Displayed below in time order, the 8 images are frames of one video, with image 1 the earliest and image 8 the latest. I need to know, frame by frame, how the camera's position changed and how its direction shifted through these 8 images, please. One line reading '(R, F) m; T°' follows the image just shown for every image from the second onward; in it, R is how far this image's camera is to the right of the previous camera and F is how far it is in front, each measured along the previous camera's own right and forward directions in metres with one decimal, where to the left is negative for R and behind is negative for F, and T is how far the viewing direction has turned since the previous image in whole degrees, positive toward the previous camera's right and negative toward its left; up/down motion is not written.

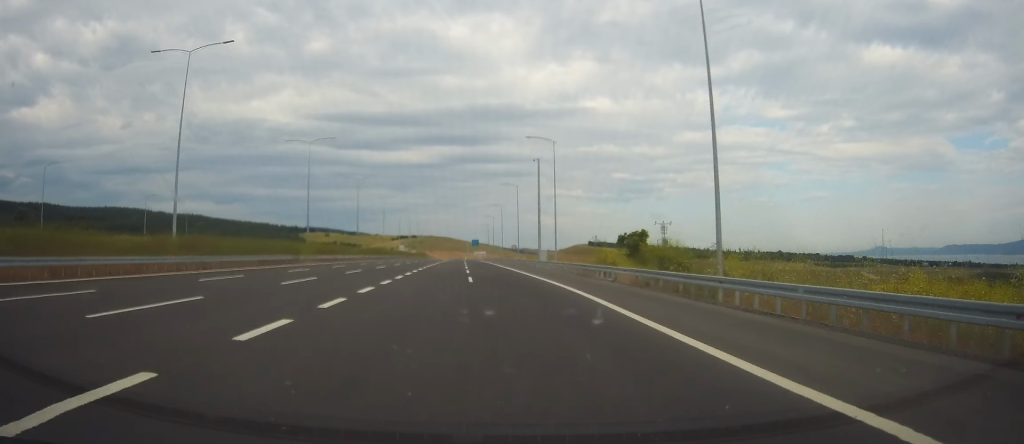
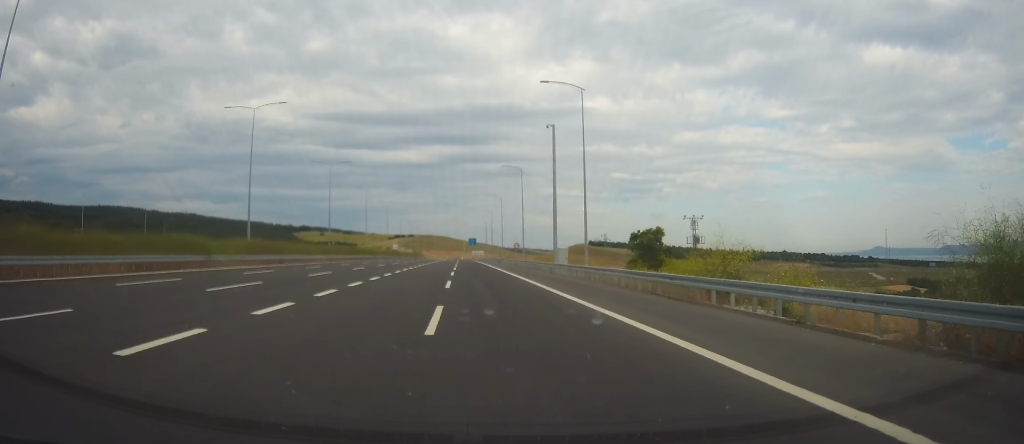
(-0.2, +21.3) m; 0°
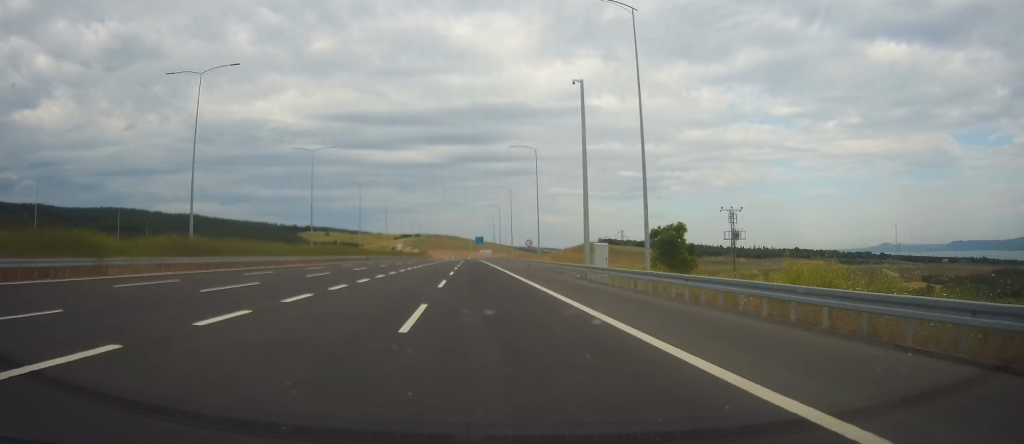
(0.0, +15.7) m; +1°
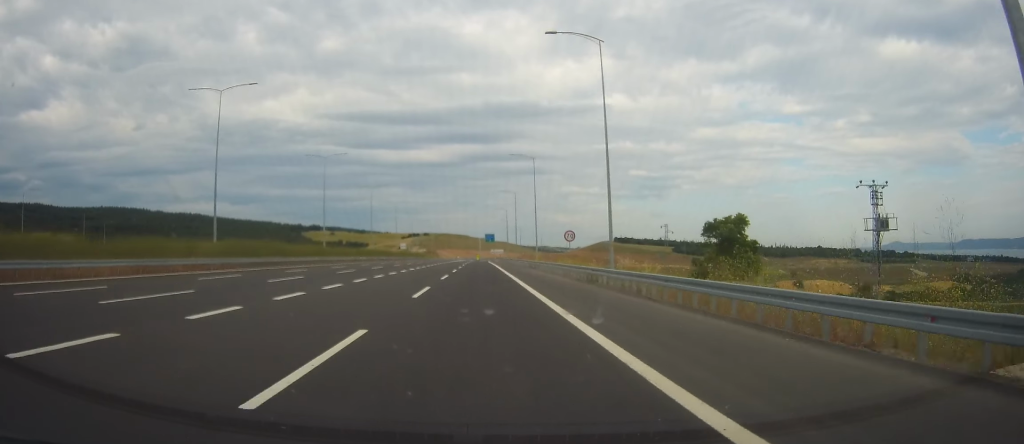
(-0.6, +37.6) m; -2°
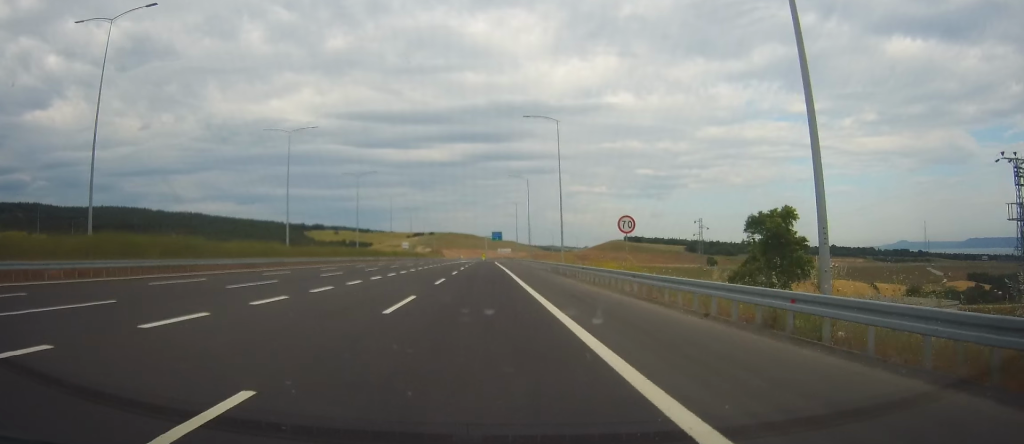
(+0.1, +20.9) m; 0°
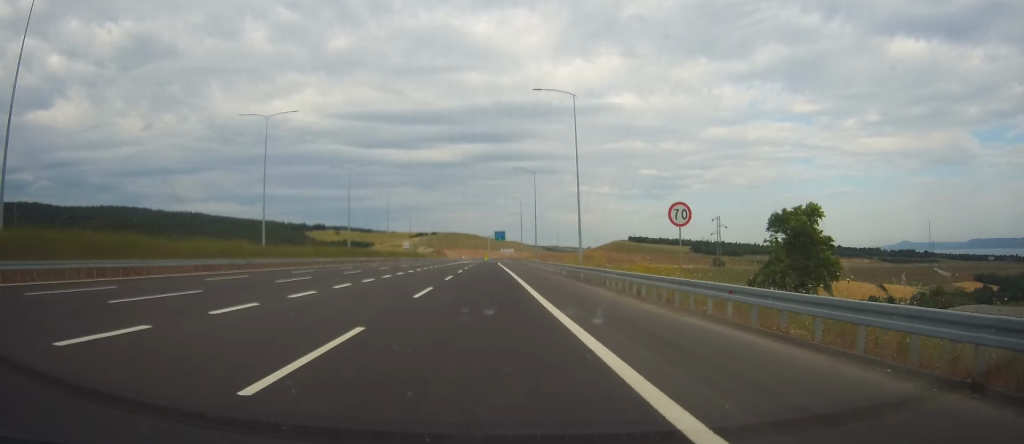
(+0.3, +9.4) m; 0°
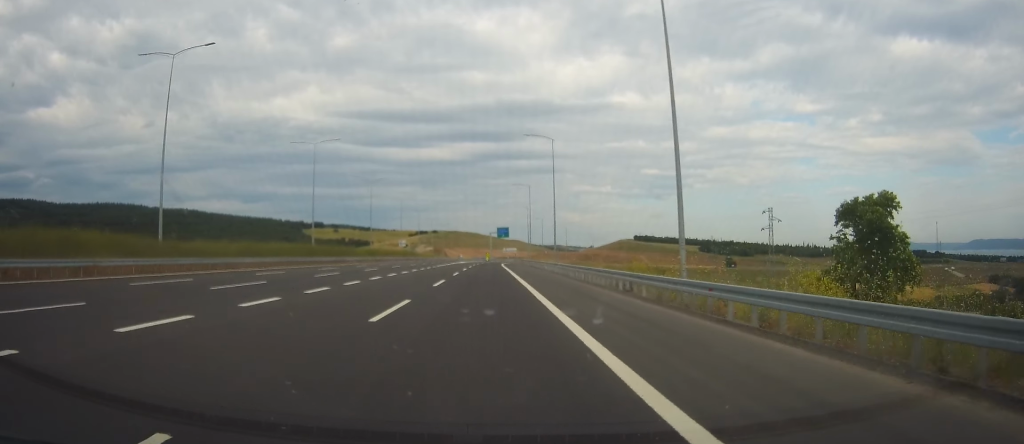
(-0.6, +23.8) m; -1°
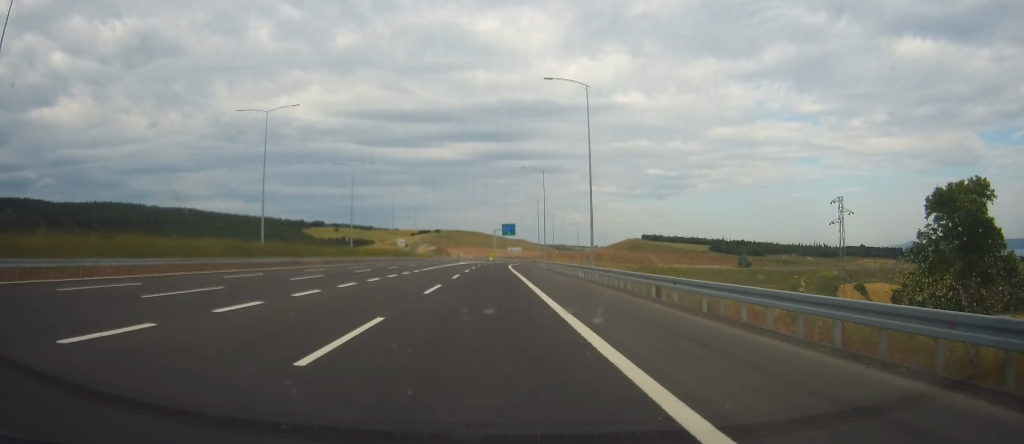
(+0.3, +21.1) m; -1°
